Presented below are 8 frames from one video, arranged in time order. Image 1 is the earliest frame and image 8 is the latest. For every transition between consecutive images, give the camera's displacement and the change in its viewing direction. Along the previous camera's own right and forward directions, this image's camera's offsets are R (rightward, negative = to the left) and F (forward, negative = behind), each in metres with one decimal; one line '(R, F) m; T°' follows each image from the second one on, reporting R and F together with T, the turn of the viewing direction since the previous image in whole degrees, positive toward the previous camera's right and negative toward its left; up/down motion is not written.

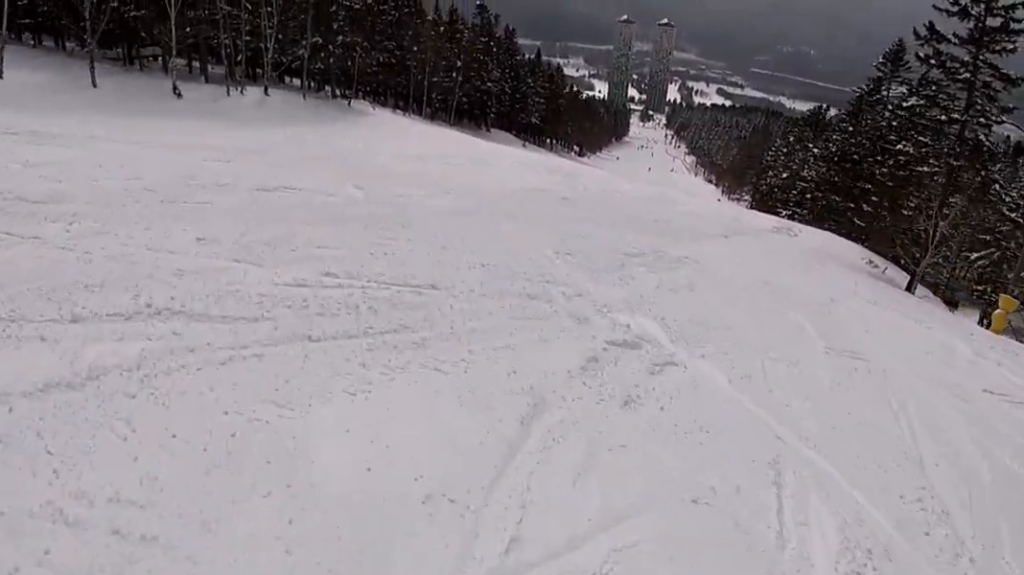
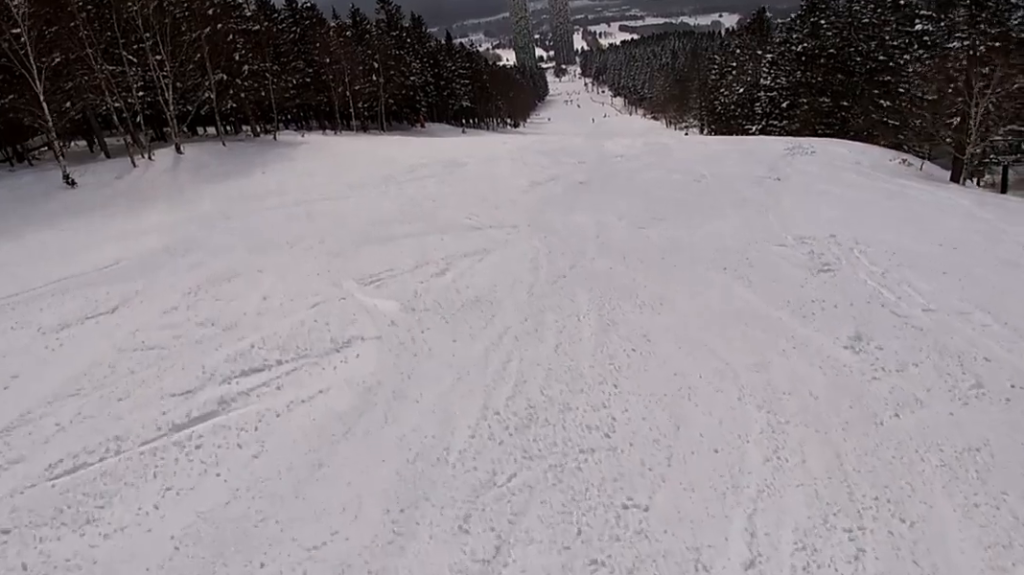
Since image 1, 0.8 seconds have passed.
(-0.1, +7.8) m; -1°
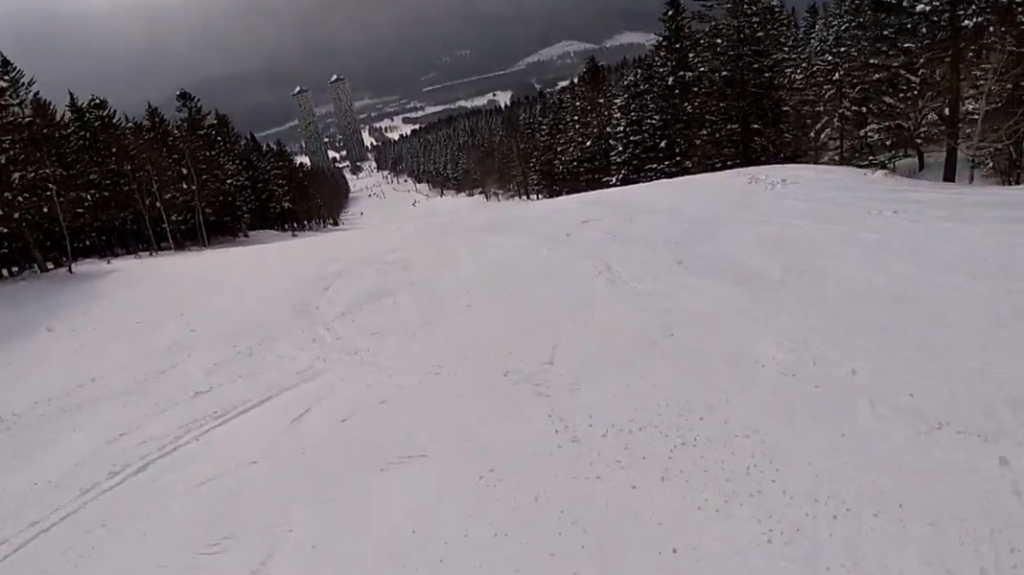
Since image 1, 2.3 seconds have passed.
(+1.2, +13.7) m; +26°
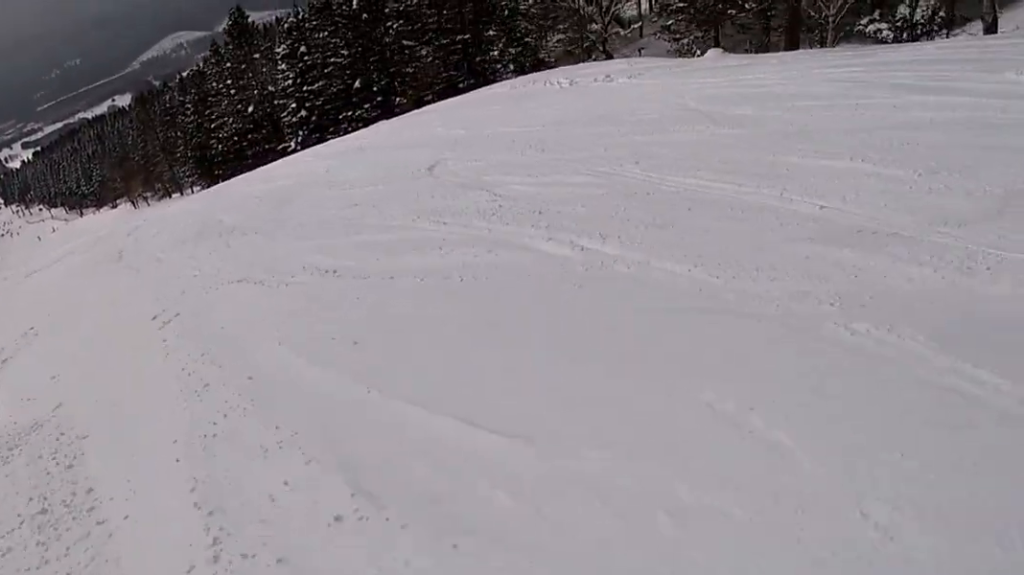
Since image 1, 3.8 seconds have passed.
(+5.4, +12.5) m; +41°
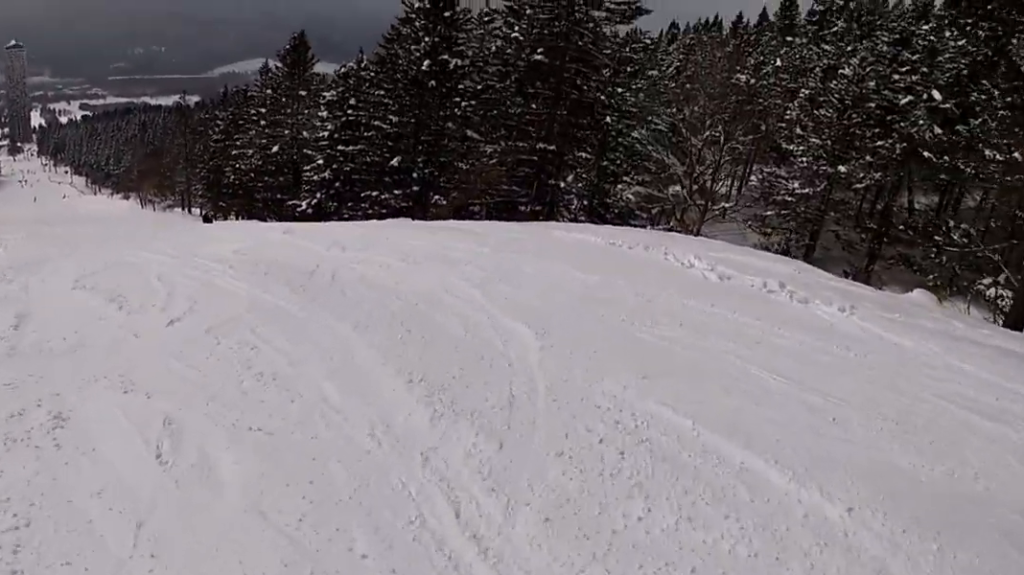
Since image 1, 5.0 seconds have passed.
(+1.6, +11.1) m; +1°
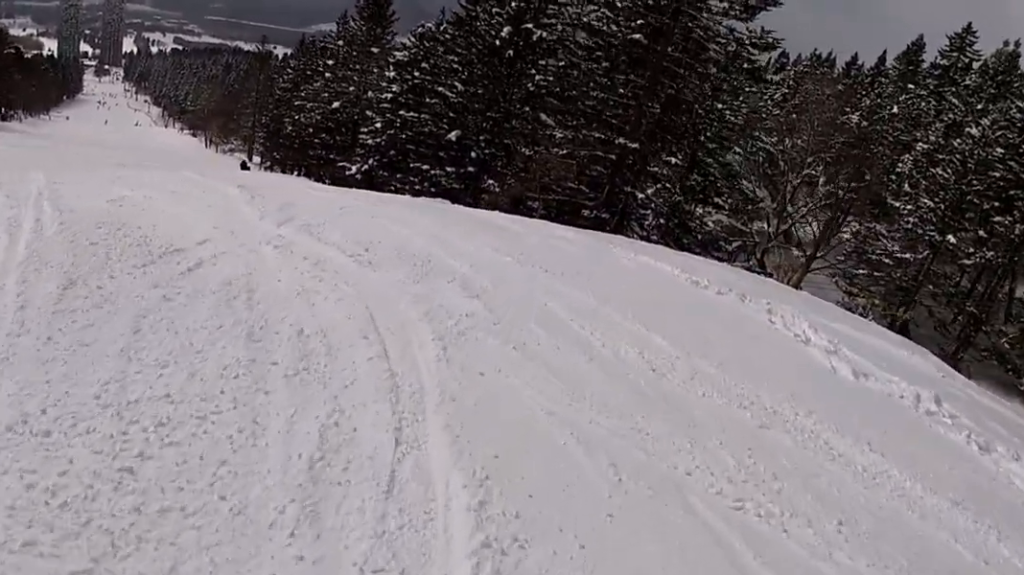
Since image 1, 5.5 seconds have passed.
(+0.6, +4.6) m; -8°
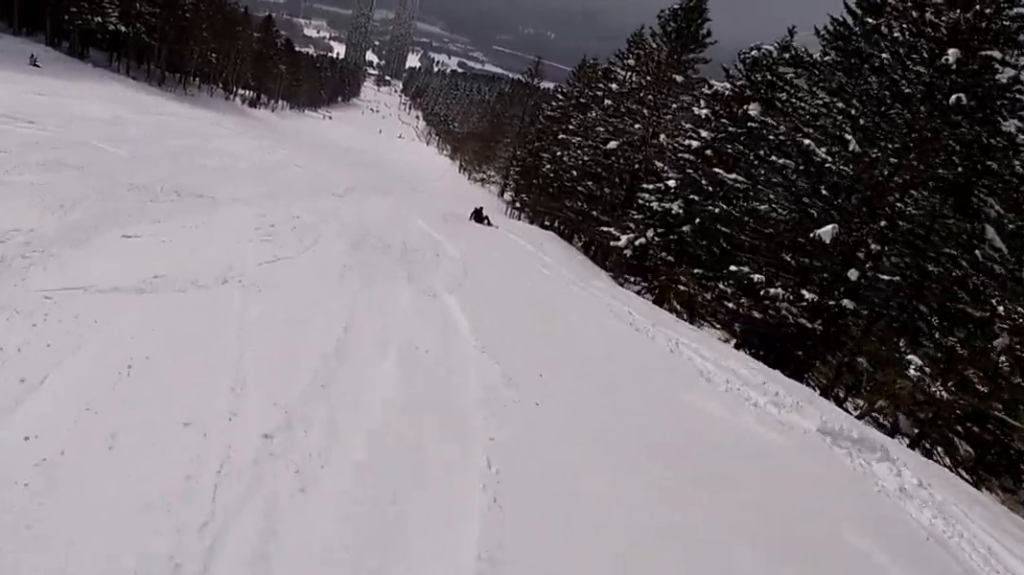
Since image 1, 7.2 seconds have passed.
(-6.9, +13.7) m; -44°
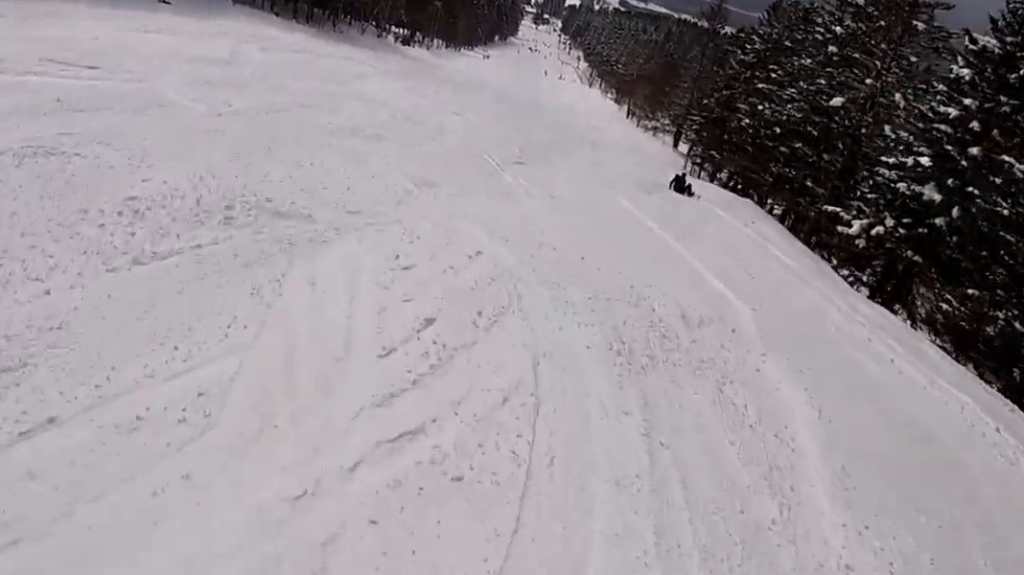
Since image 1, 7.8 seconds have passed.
(-0.6, +5.6) m; -10°
